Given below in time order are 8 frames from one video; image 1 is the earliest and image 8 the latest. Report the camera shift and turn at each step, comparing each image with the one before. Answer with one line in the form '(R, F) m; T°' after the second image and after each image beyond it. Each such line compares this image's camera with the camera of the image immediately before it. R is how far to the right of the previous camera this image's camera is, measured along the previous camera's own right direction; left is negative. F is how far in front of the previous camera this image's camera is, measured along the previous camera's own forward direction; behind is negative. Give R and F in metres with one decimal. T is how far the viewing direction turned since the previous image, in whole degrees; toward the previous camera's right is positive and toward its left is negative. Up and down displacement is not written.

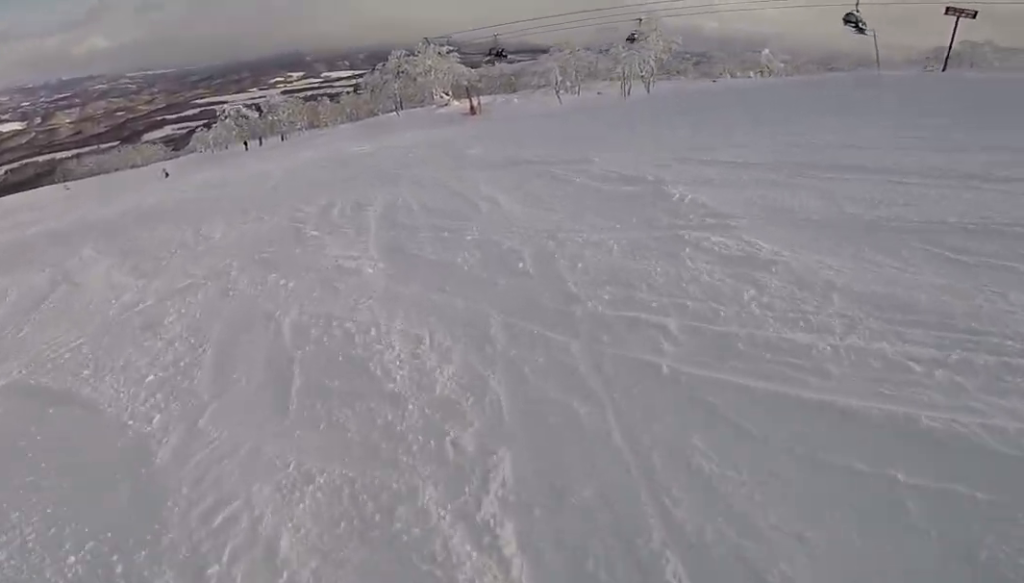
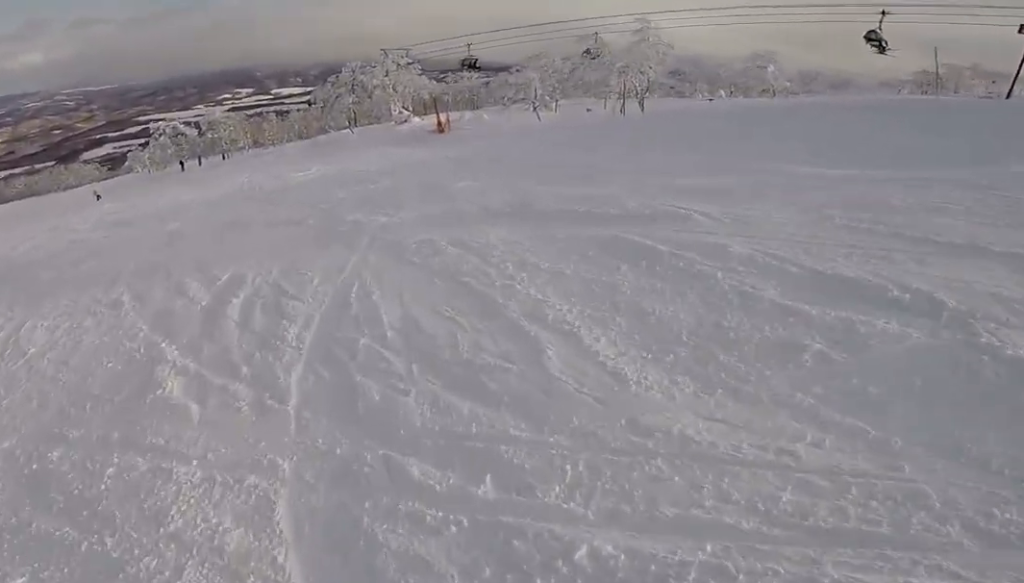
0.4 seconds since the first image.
(-0.2, +3.6) m; 0°
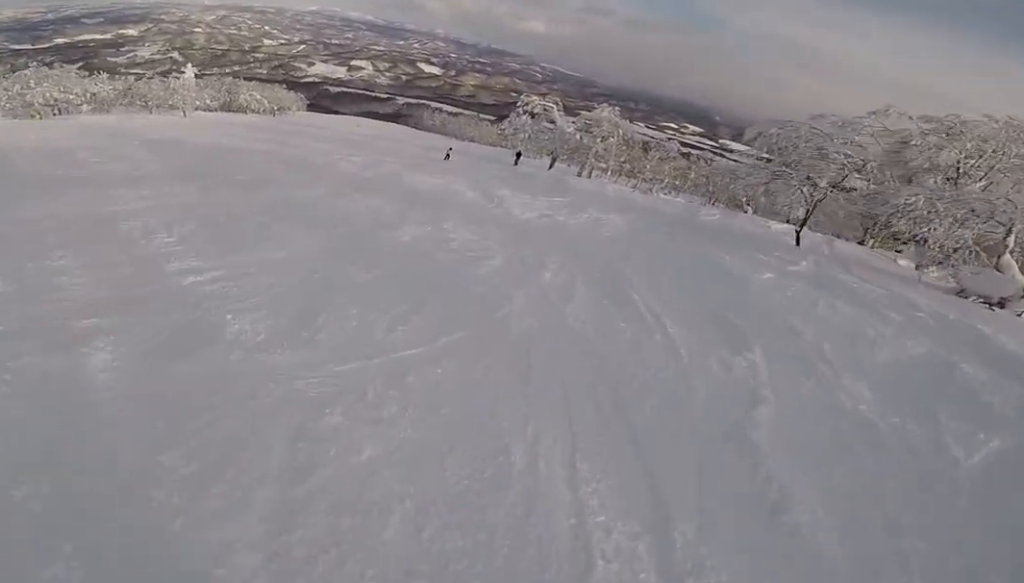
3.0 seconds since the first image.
(-2.9, +21.1) m; -32°
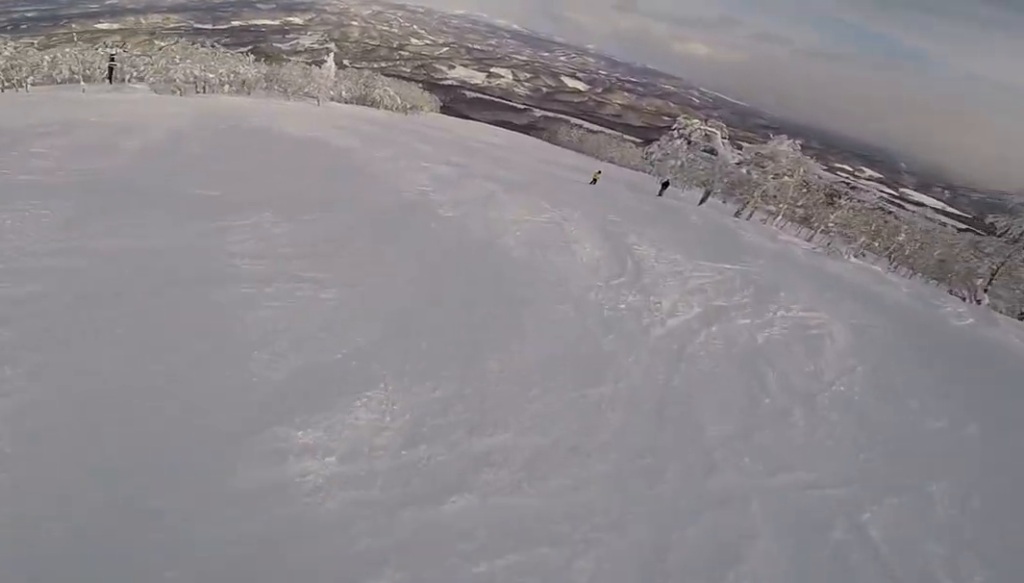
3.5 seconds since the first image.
(-0.8, +4.4) m; -10°
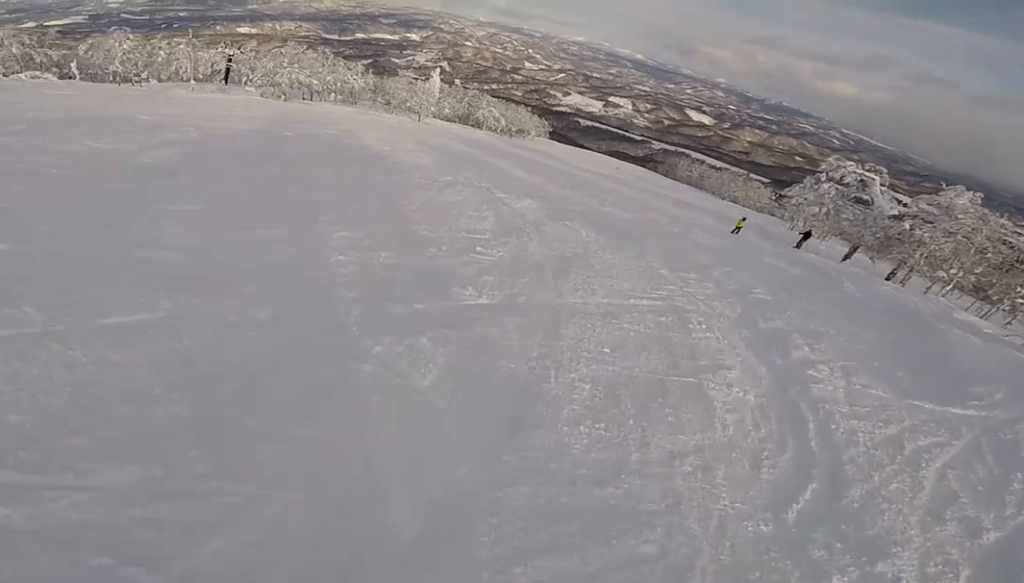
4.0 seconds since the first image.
(+0.1, +3.8) m; -9°
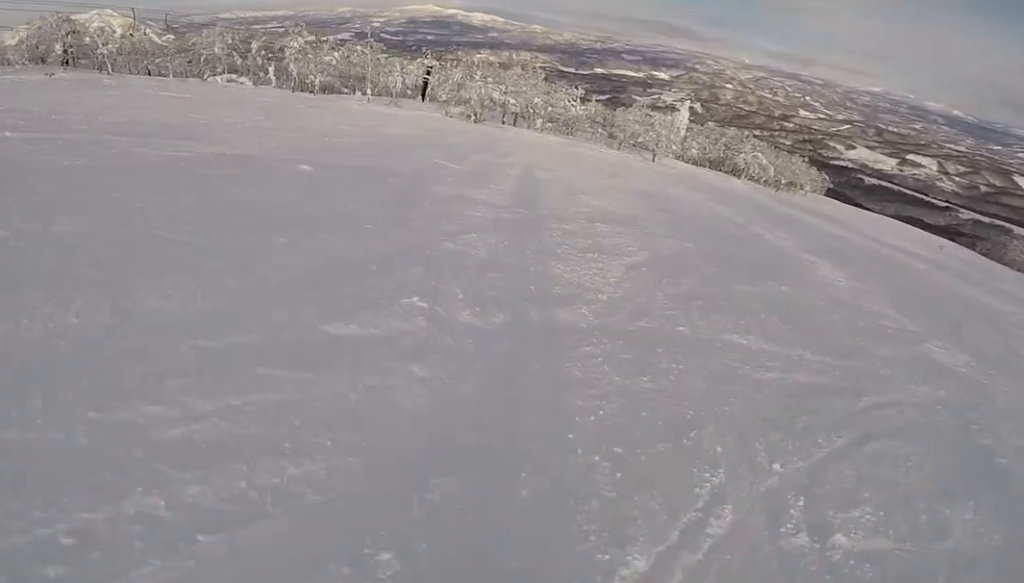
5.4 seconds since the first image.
(-3.4, +11.5) m; -27°
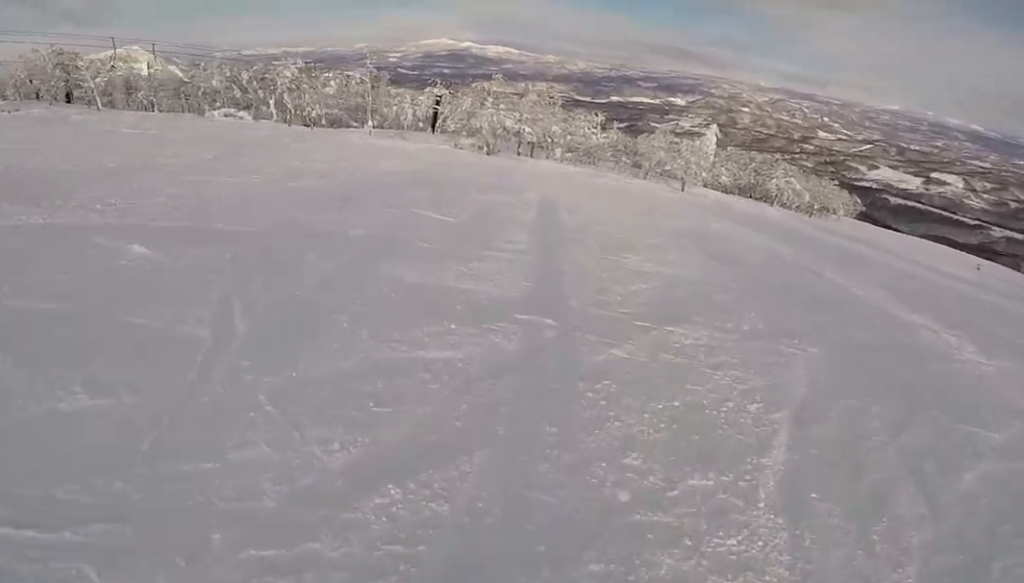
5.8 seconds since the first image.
(-0.2, +4.5) m; -3°
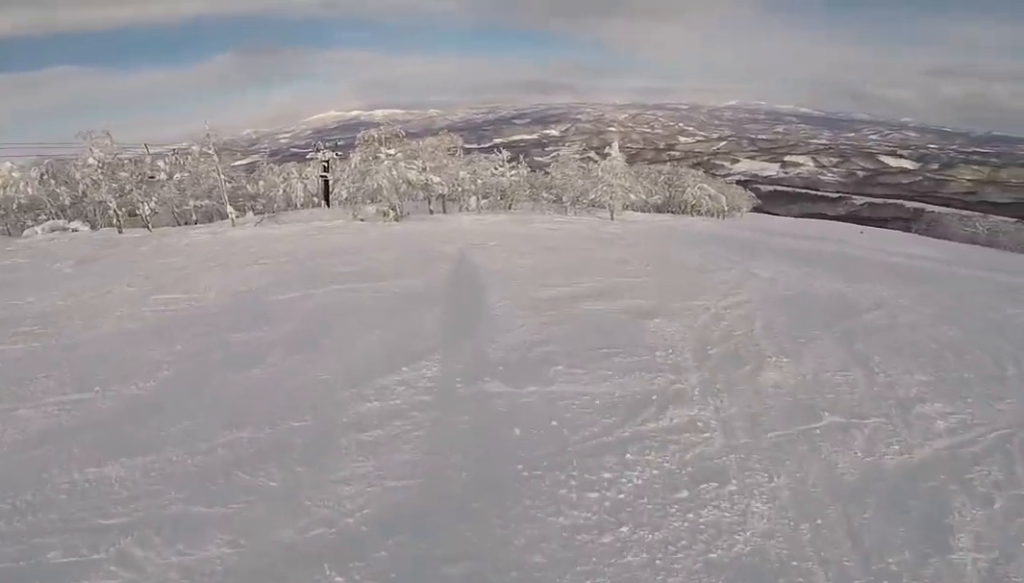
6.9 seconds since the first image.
(+0.3, +10.2) m; +4°
